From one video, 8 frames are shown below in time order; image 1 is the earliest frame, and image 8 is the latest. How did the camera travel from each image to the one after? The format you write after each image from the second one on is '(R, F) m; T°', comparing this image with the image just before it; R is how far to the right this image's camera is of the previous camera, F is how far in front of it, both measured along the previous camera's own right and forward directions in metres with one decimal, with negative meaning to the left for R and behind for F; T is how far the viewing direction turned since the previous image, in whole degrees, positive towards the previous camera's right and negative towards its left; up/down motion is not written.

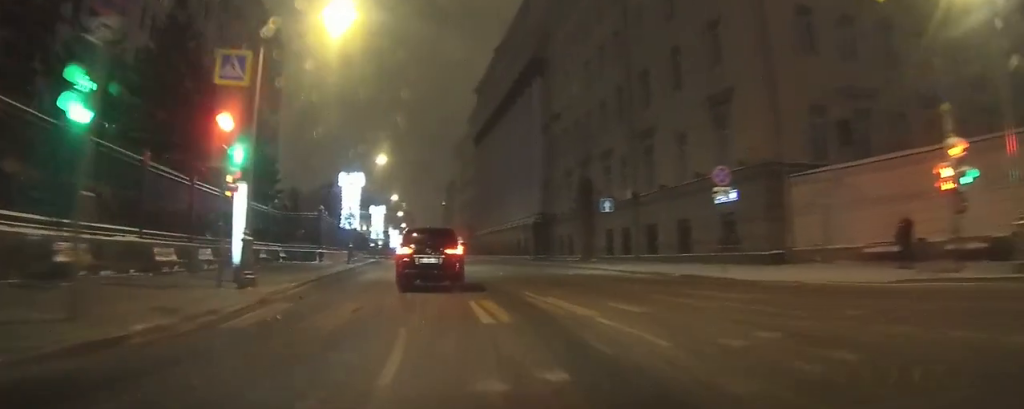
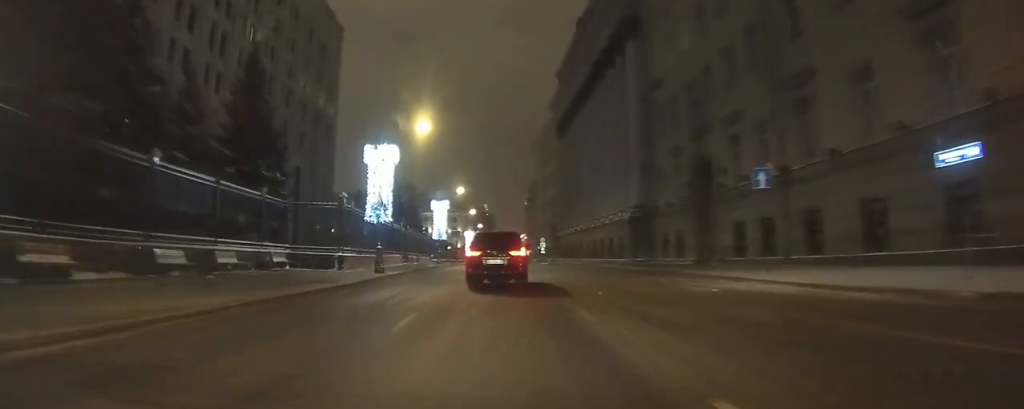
(-0.5, +9.7) m; -5°
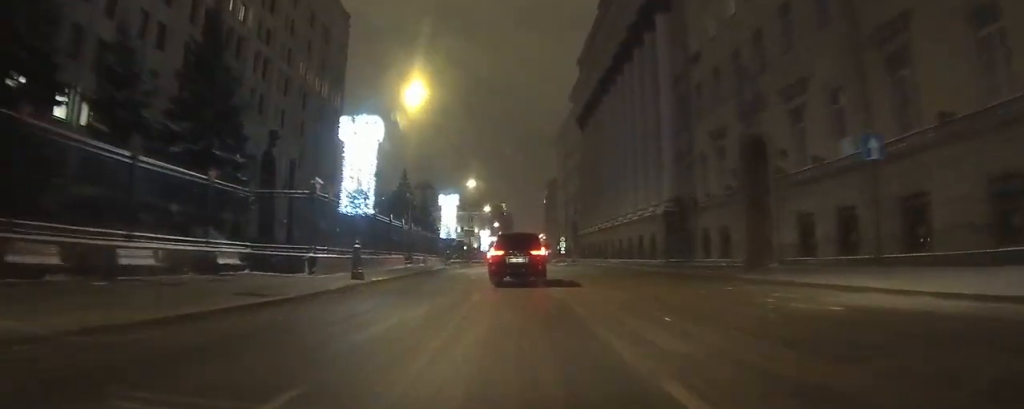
(-0.1, +5.0) m; -1°
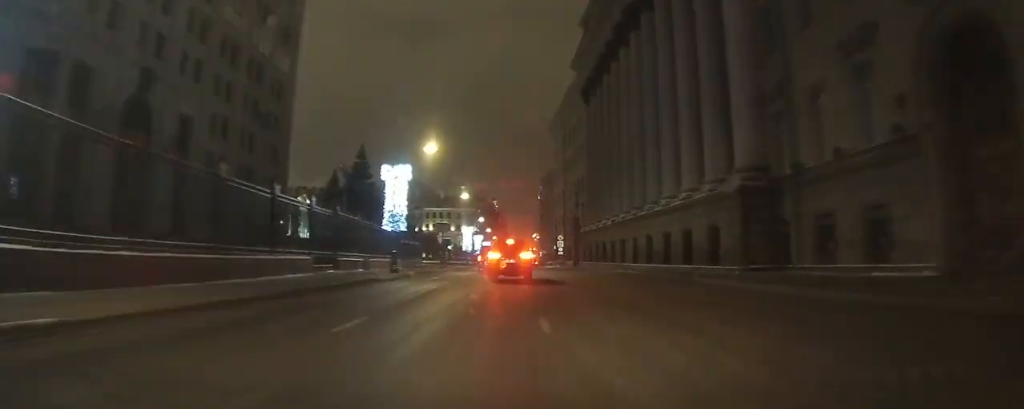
(0.0, +15.5) m; 0°
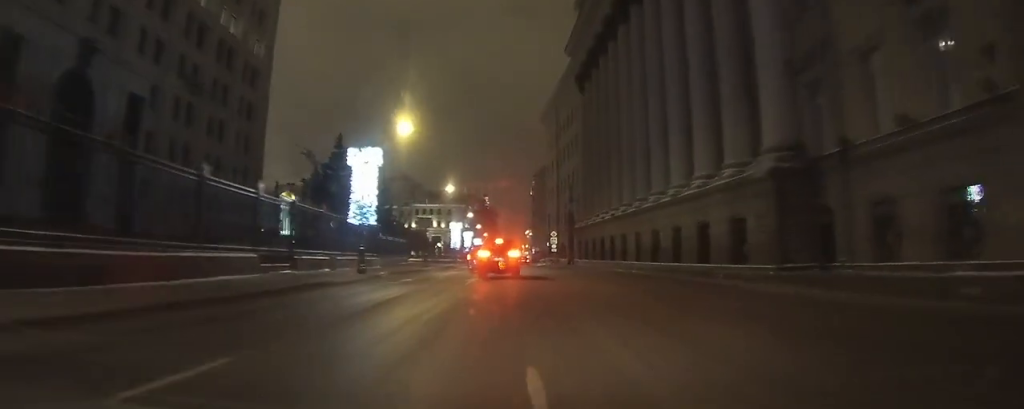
(+0.2, +4.6) m; -1°
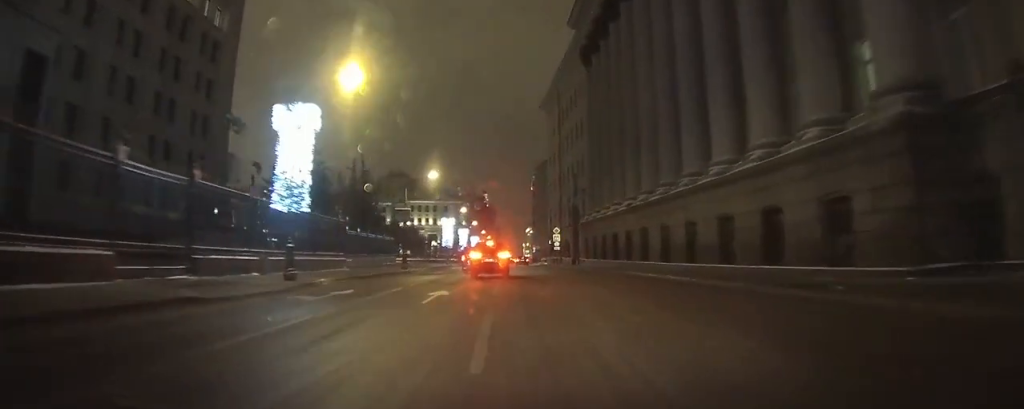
(-0.4, +8.5) m; -2°
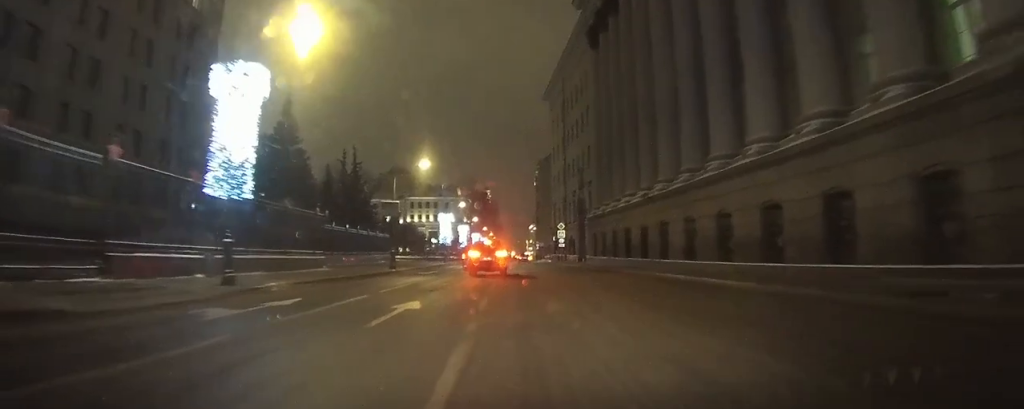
(-0.2, +4.5) m; -1°
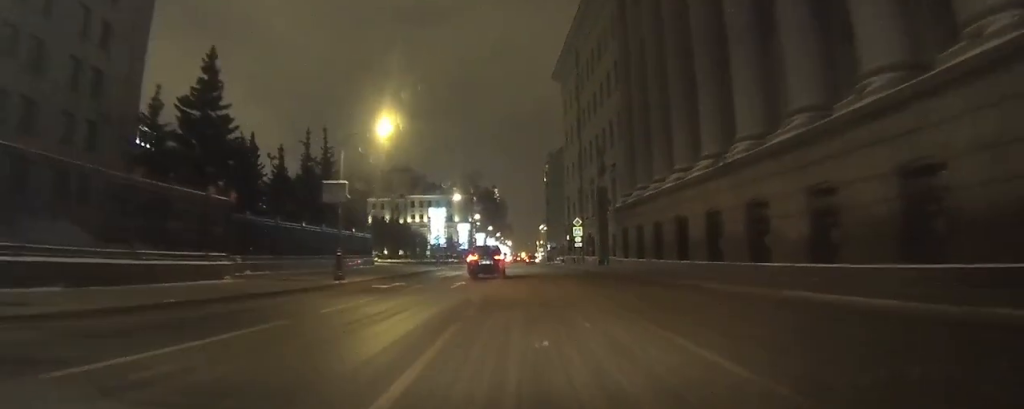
(+0.3, +12.9) m; -1°
